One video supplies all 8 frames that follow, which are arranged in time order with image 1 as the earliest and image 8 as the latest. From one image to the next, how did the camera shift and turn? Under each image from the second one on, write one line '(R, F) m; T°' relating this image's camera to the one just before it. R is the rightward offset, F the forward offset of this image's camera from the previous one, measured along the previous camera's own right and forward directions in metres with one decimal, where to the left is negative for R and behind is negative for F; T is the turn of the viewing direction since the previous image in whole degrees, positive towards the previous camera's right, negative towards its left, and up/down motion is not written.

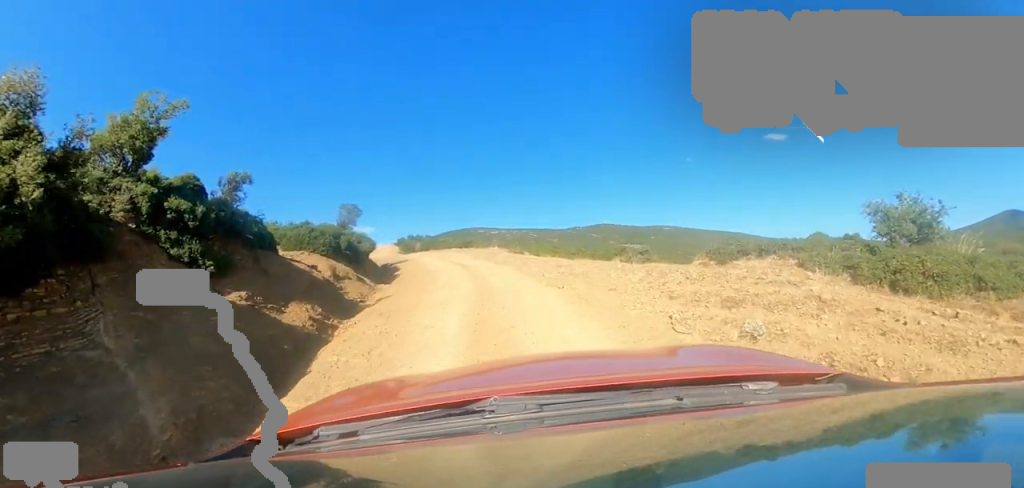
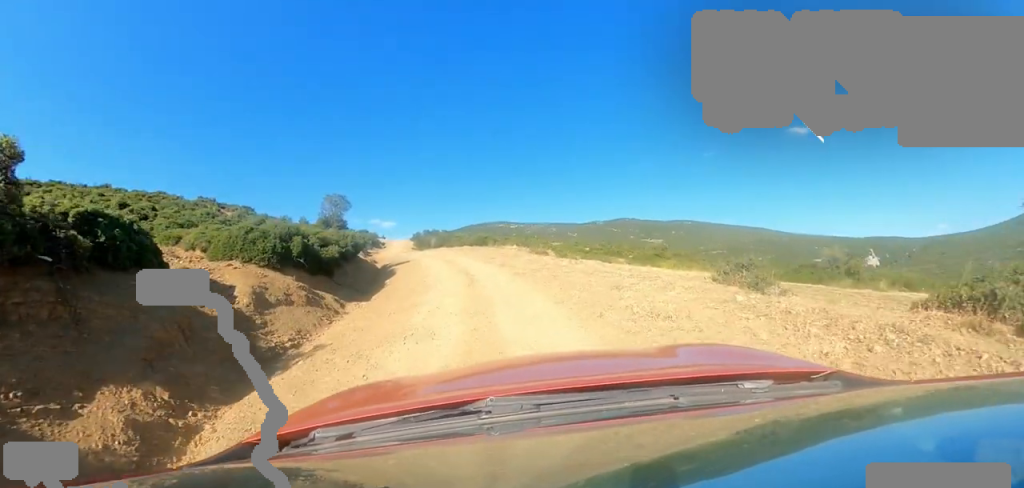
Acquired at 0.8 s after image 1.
(+1.1, +4.6) m; +3°
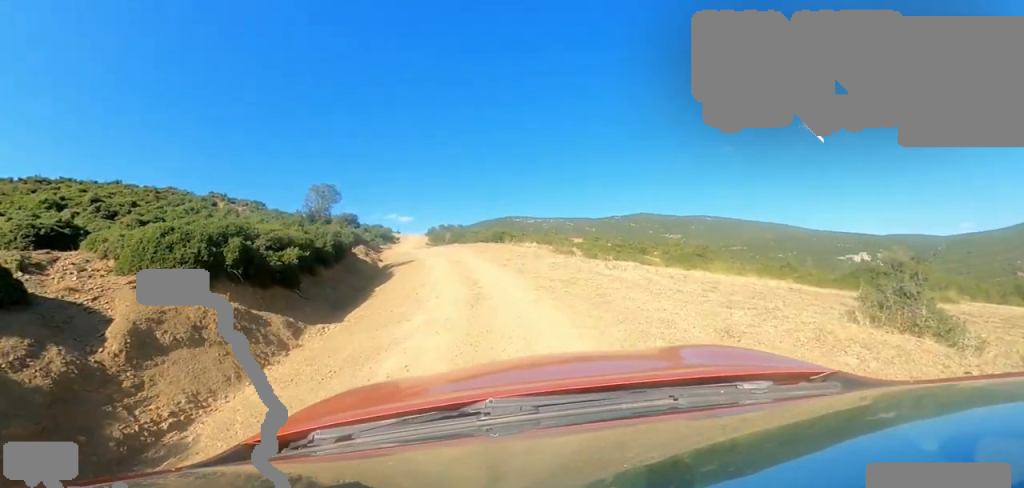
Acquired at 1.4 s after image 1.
(-0.4, +3.5) m; -6°
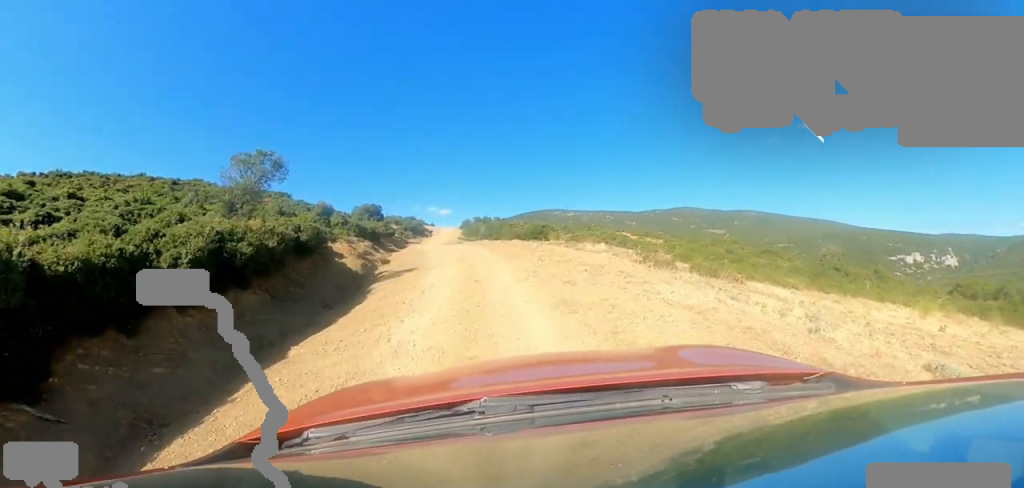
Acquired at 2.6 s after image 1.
(-1.0, +7.4) m; -10°
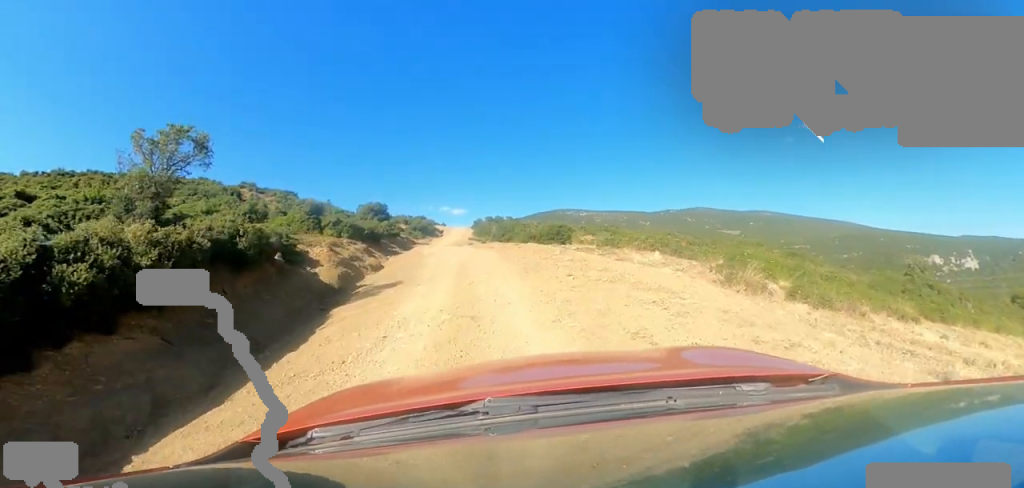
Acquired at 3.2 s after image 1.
(-0.1, +3.3) m; -4°
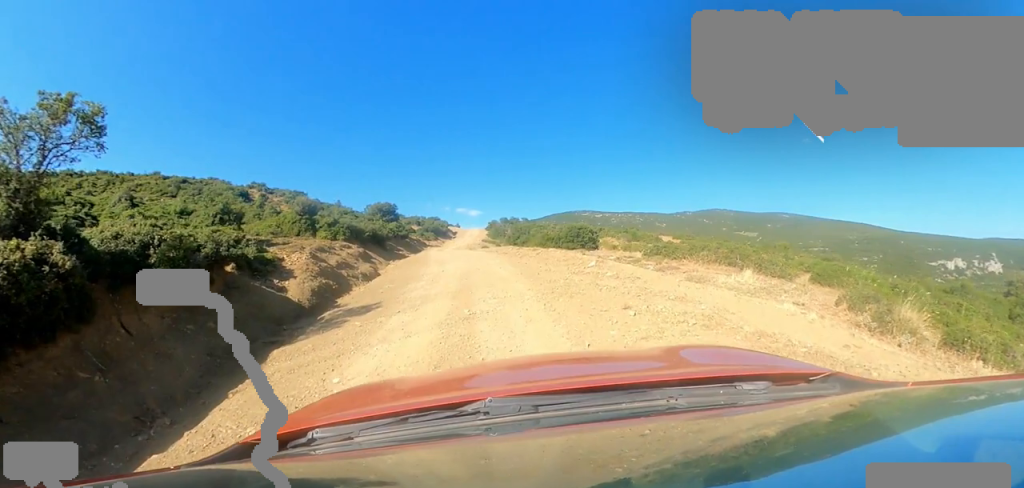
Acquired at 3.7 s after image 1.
(+0.1, +2.7) m; -4°
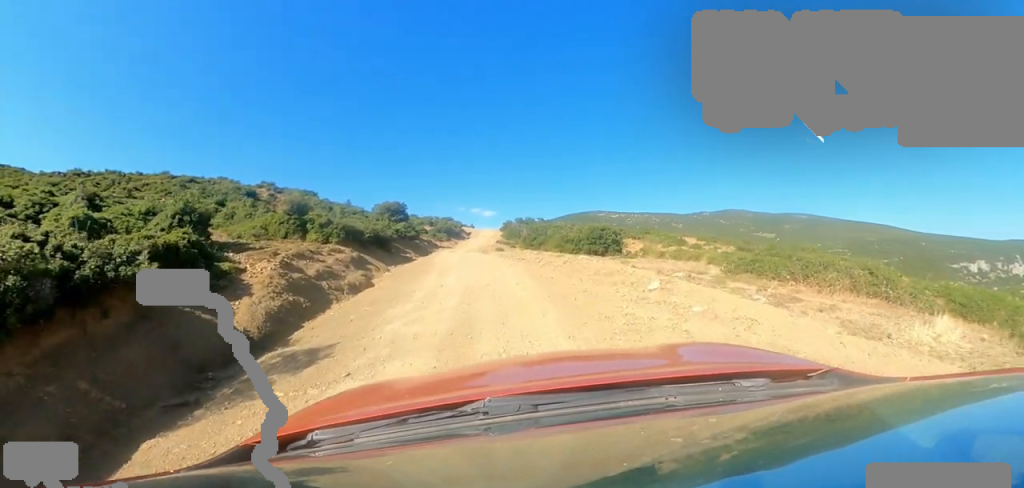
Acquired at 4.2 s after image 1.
(-0.1, +2.5) m; -1°
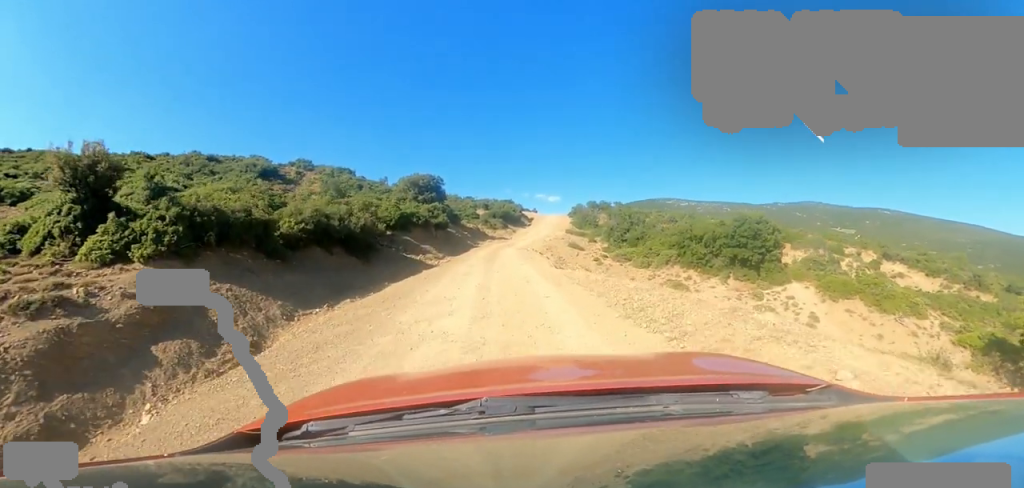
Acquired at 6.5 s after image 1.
(+0.6, +12.3) m; +7°
